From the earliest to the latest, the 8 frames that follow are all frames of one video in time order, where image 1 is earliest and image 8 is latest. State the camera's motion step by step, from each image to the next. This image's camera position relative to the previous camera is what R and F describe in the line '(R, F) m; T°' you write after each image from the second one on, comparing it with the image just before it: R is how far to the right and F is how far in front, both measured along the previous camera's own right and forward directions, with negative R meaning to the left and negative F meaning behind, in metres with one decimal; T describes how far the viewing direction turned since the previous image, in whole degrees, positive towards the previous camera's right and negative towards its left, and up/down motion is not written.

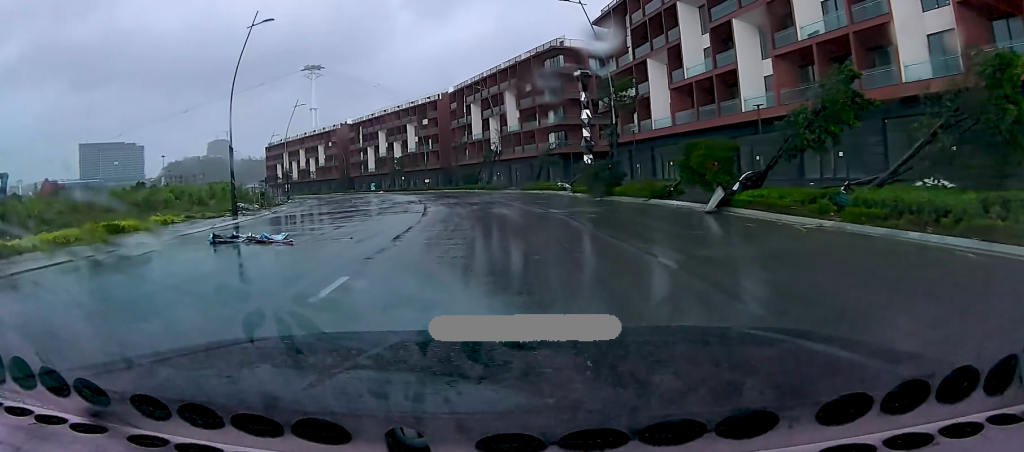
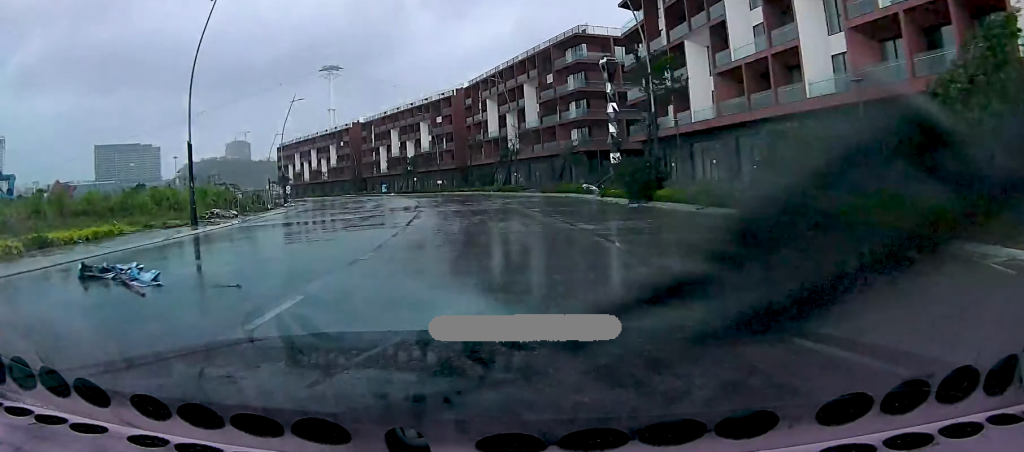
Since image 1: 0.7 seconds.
(+0.3, +7.4) m; -3°
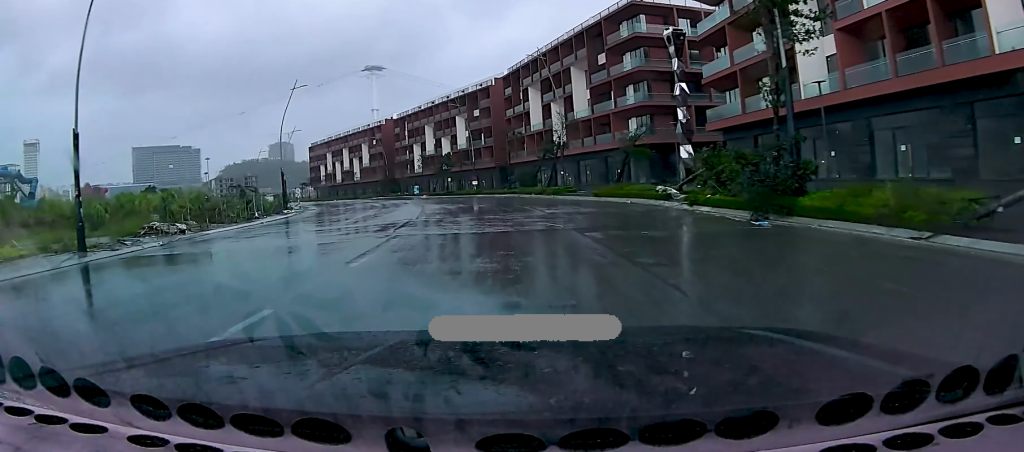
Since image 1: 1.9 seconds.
(-1.2, +12.7) m; -8°
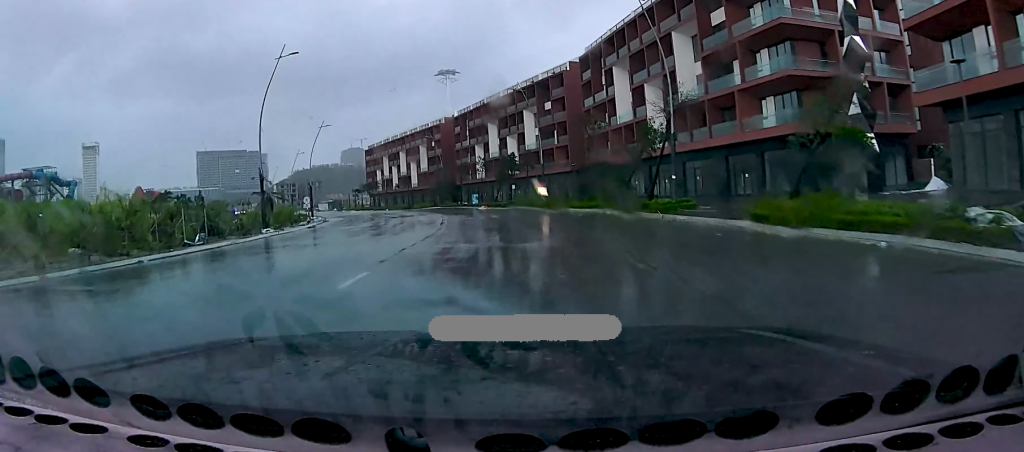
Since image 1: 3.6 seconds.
(-0.8, +20.5) m; -3°
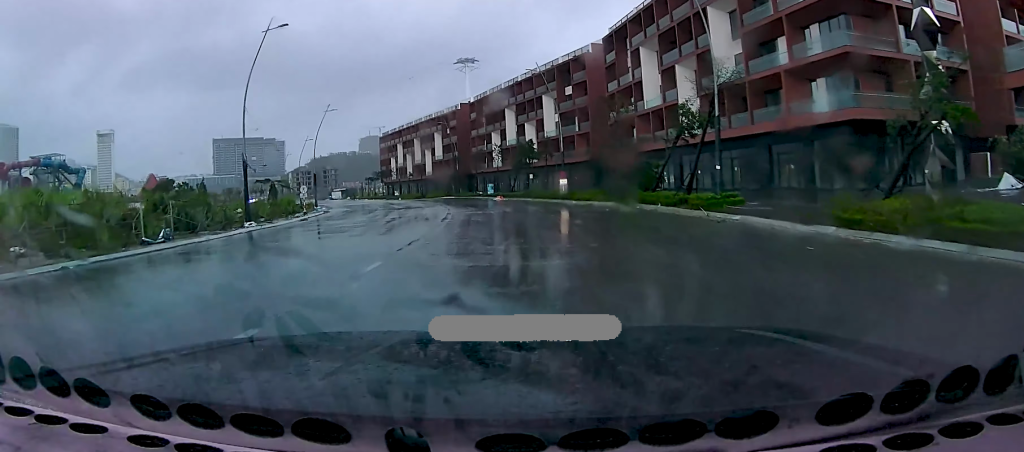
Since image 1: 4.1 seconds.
(0.0, +5.6) m; -1°
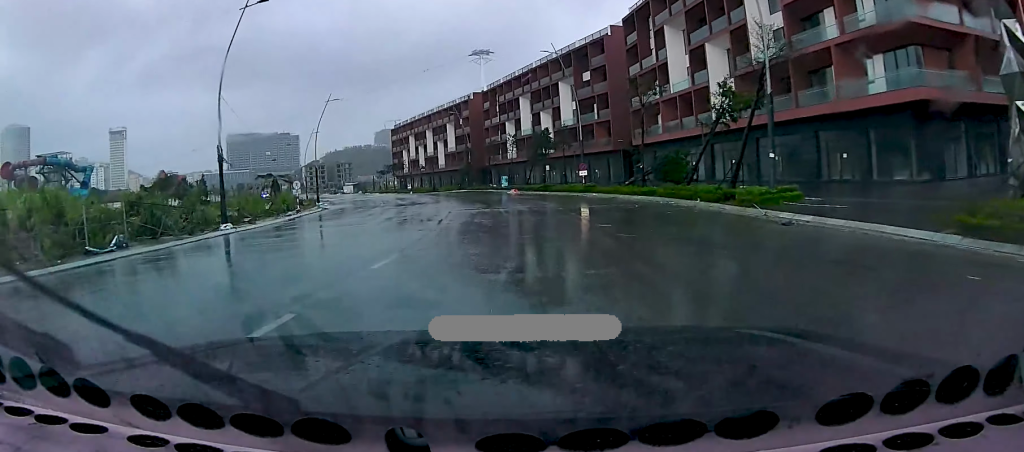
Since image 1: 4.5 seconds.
(+0.1, +5.4) m; -2°
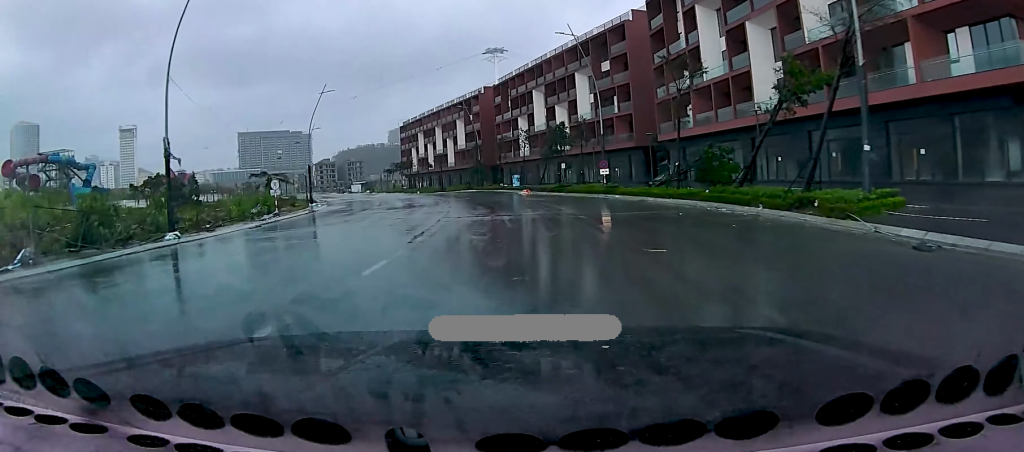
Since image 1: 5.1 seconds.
(-0.1, +7.0) m; -3°
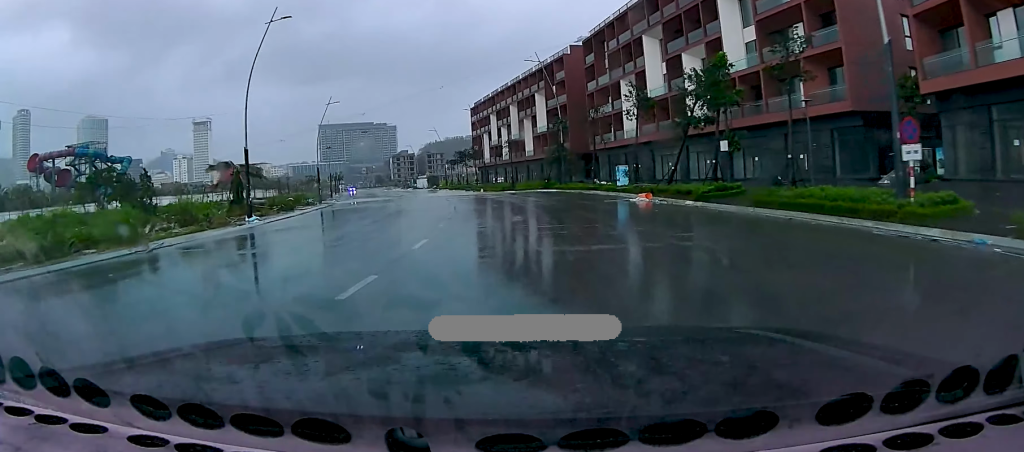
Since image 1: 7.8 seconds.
(-2.7, +33.3) m; -9°
